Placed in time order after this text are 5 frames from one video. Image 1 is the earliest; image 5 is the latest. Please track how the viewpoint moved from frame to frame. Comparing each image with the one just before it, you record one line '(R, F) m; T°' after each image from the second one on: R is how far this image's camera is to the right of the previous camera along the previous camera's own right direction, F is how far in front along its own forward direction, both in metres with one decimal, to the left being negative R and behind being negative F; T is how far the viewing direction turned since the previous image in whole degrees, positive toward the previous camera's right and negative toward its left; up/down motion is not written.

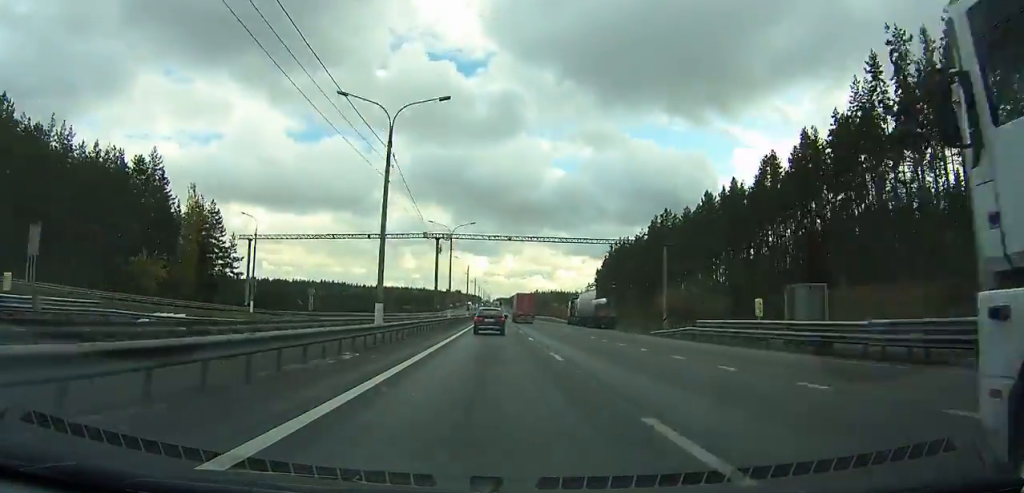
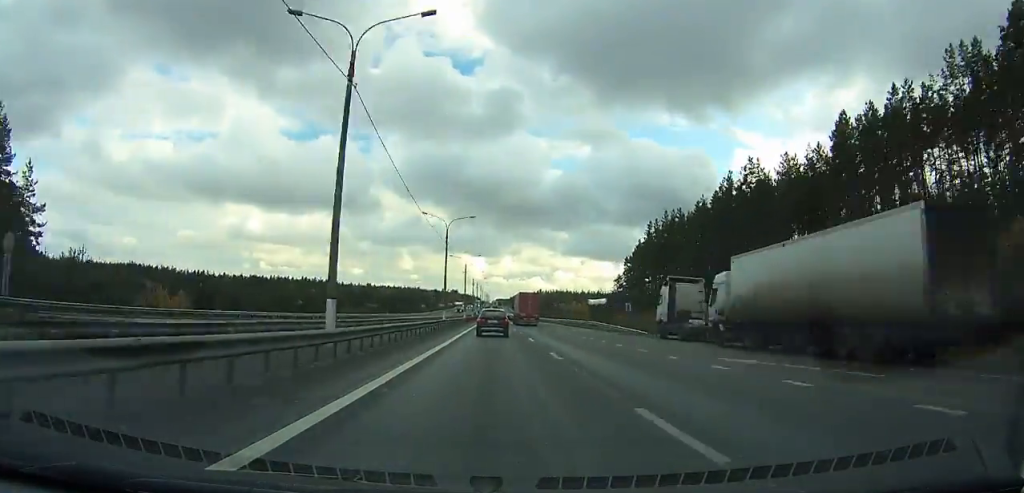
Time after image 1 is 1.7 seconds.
(0.0, +46.8) m; 0°
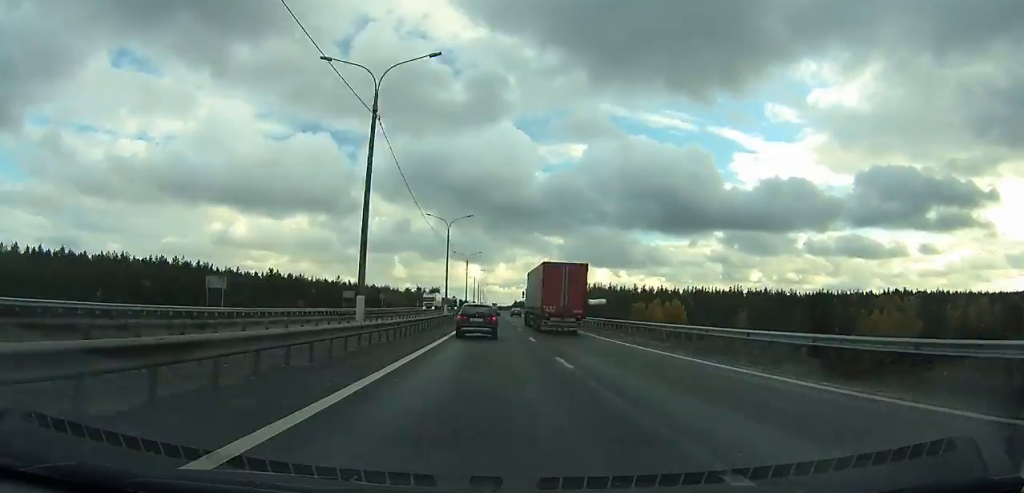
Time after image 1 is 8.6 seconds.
(-0.7, +194.3) m; 0°
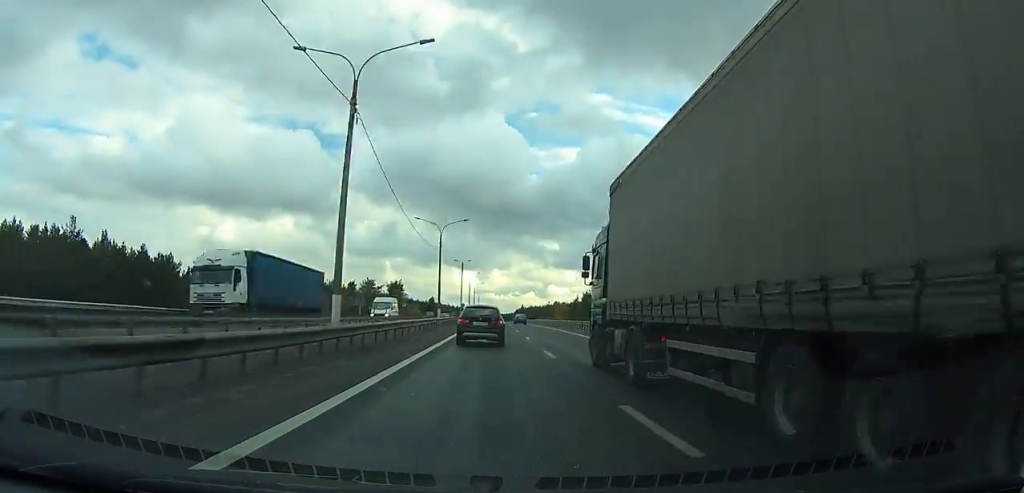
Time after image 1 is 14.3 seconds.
(+0.7, +164.9) m; +1°
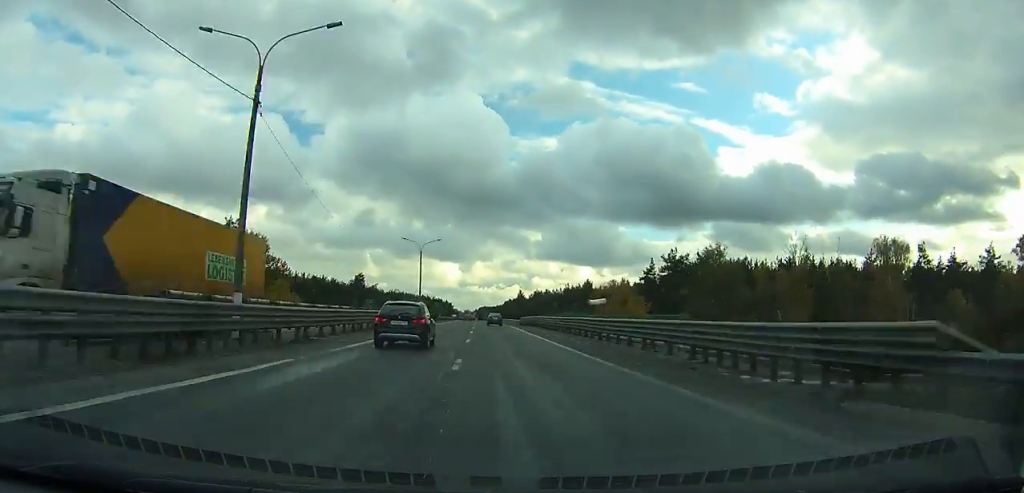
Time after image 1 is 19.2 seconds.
(+0.7, +144.7) m; +1°
